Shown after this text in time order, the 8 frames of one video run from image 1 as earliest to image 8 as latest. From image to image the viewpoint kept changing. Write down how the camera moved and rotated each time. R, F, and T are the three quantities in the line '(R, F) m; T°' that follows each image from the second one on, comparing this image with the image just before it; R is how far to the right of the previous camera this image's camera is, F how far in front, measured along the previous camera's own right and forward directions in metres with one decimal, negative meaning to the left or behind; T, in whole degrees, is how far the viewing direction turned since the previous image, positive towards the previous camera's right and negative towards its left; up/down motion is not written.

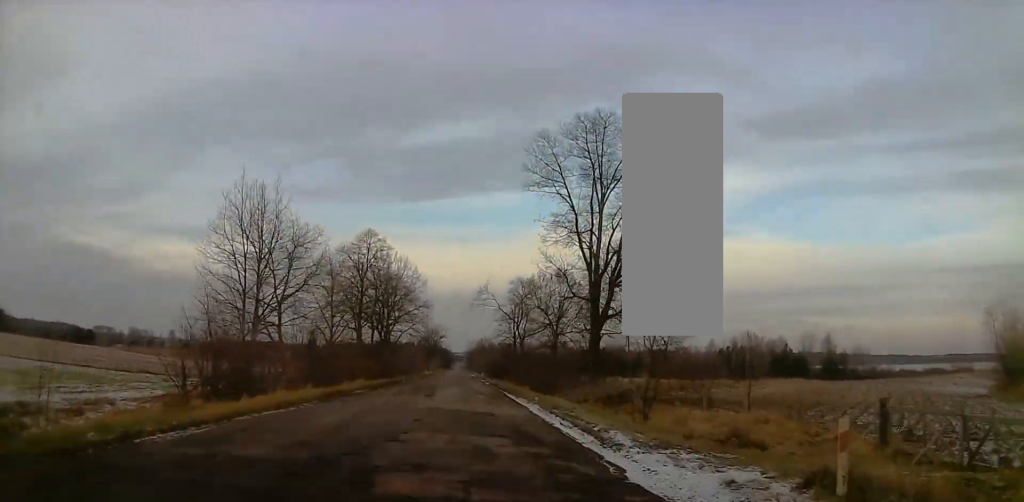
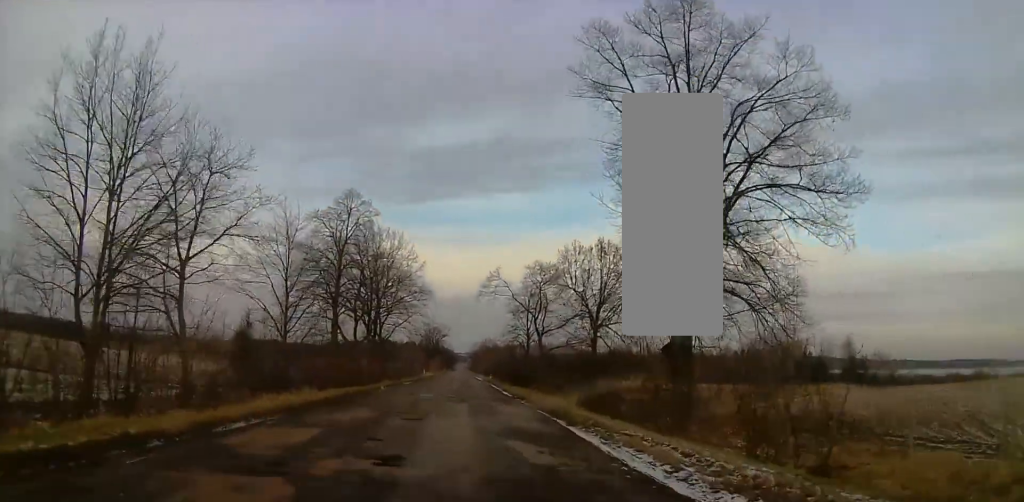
(-0.1, +19.6) m; -1°
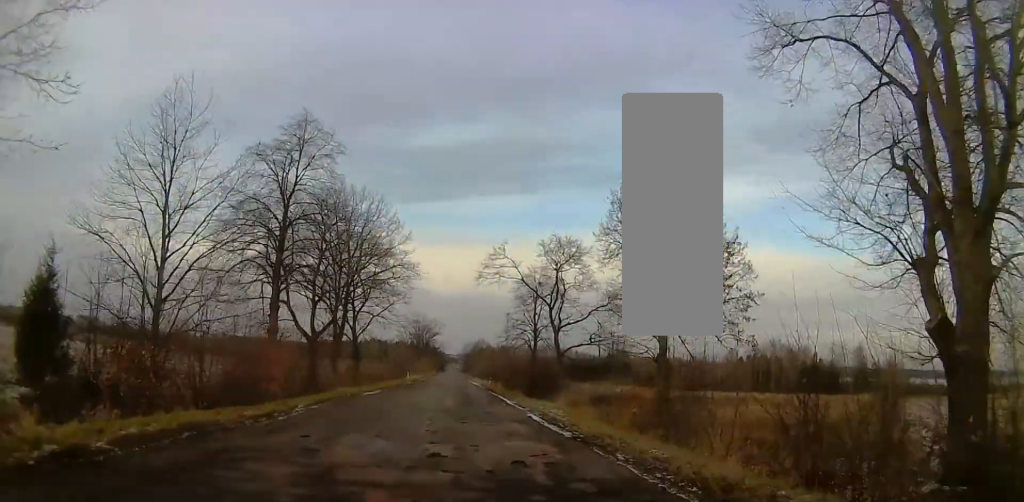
(-0.1, +21.4) m; 0°
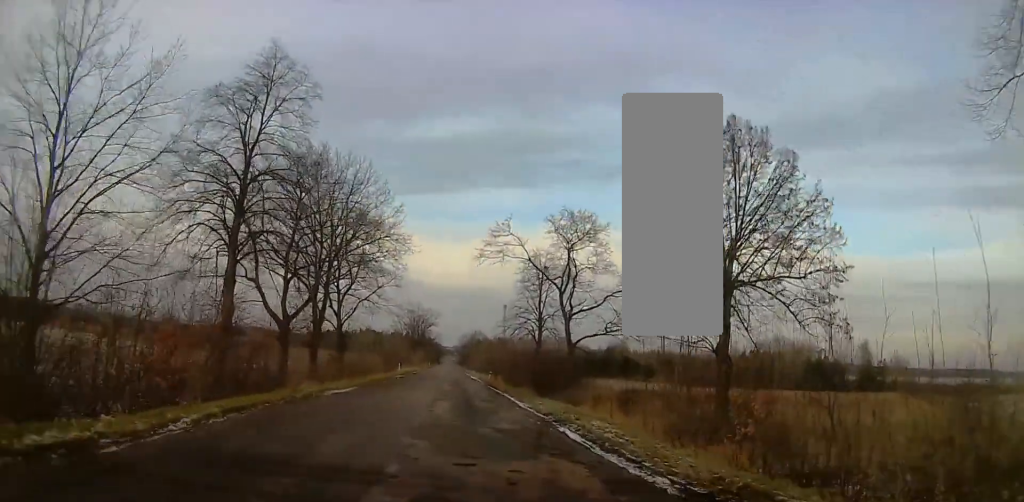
(0.0, +10.1) m; 0°
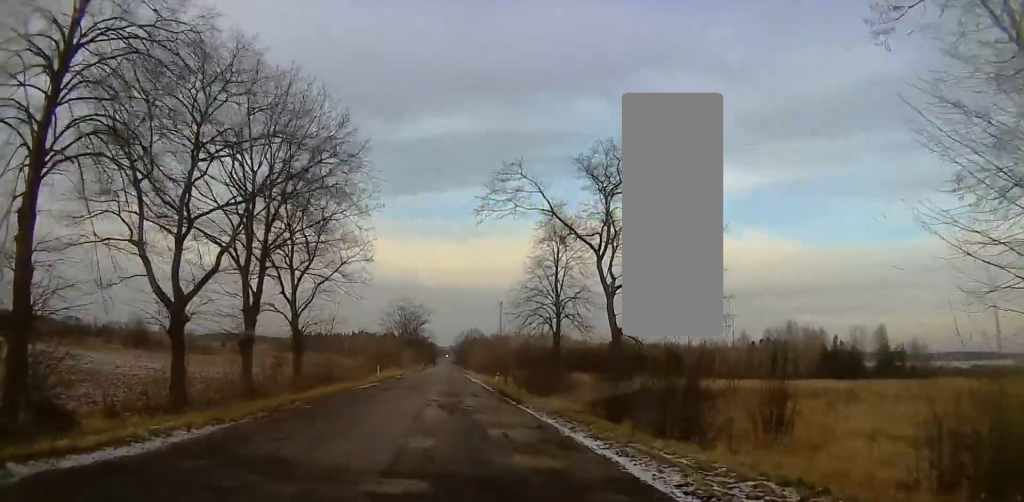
(-0.1, +15.9) m; 0°
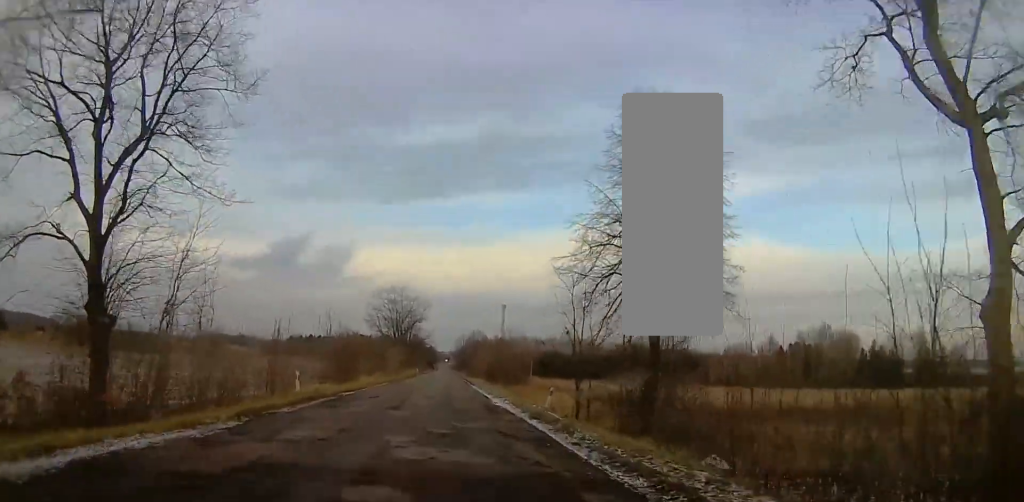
(+1.0, +27.5) m; +3°
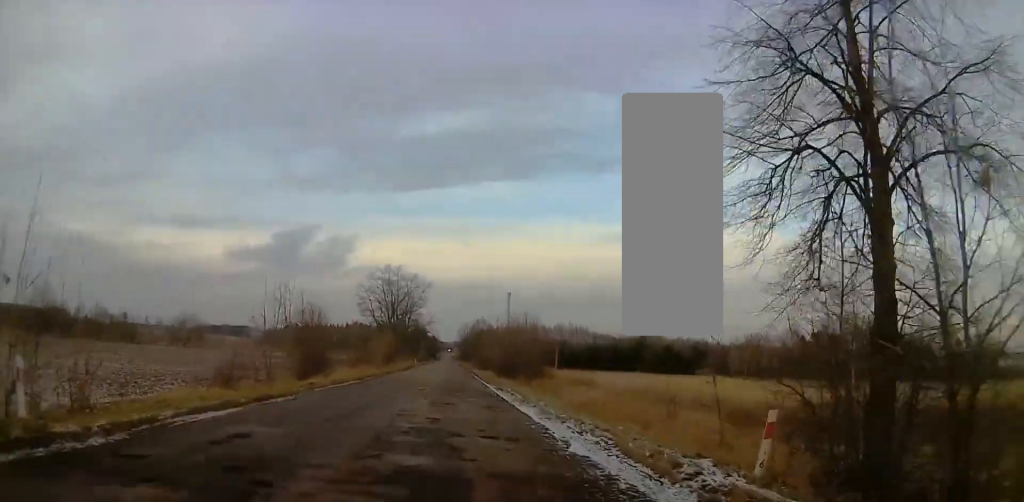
(-0.2, +16.5) m; -2°
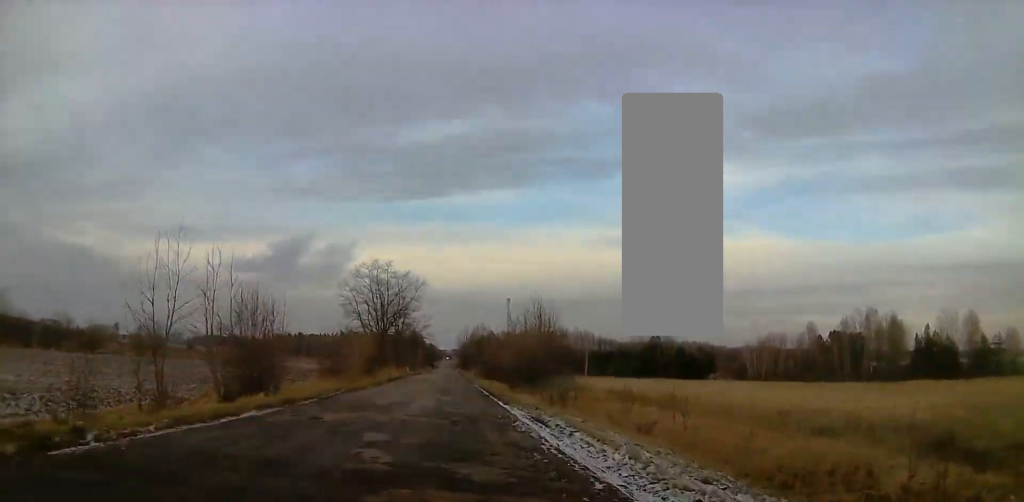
(-0.3, +16.1) m; -1°
